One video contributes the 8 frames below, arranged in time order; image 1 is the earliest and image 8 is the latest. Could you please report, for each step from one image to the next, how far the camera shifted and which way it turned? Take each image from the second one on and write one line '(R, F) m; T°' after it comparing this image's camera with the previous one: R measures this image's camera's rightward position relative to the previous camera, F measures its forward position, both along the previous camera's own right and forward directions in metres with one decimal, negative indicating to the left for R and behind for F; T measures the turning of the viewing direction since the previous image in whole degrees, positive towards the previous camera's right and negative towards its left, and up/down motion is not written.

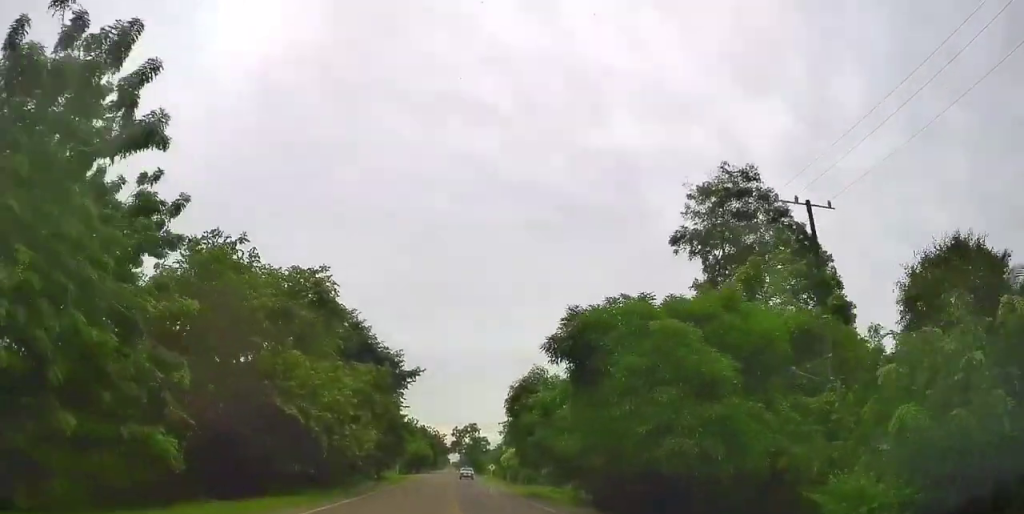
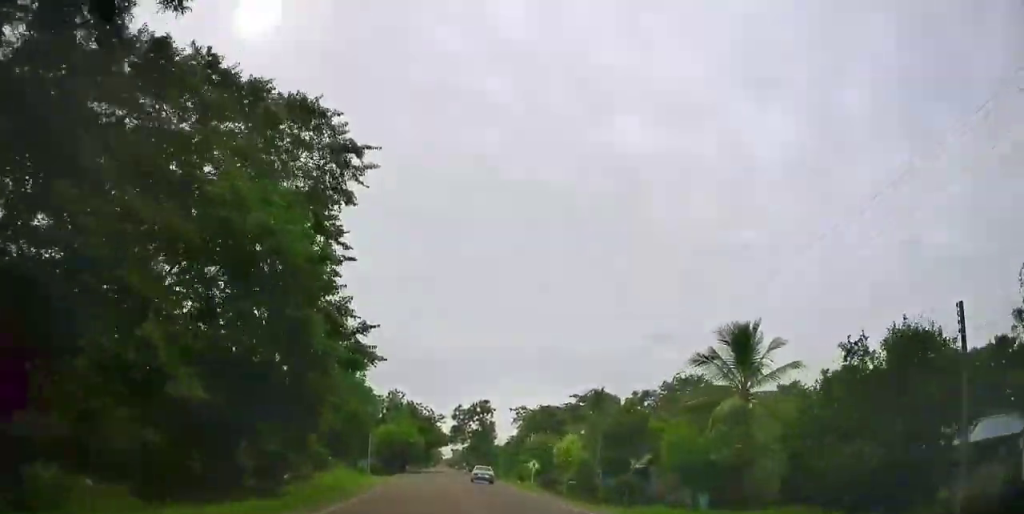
(+0.6, +41.8) m; +1°
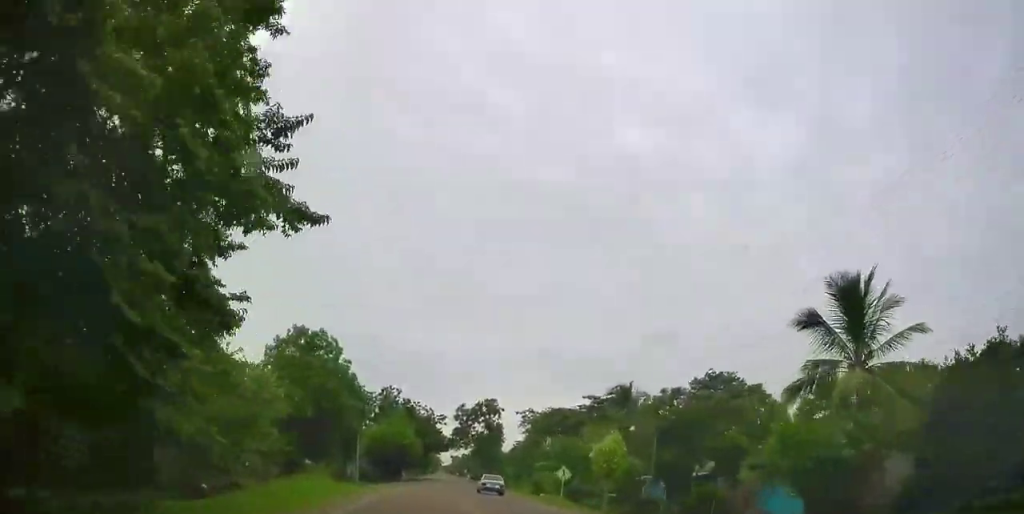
(-0.4, +11.4) m; 0°
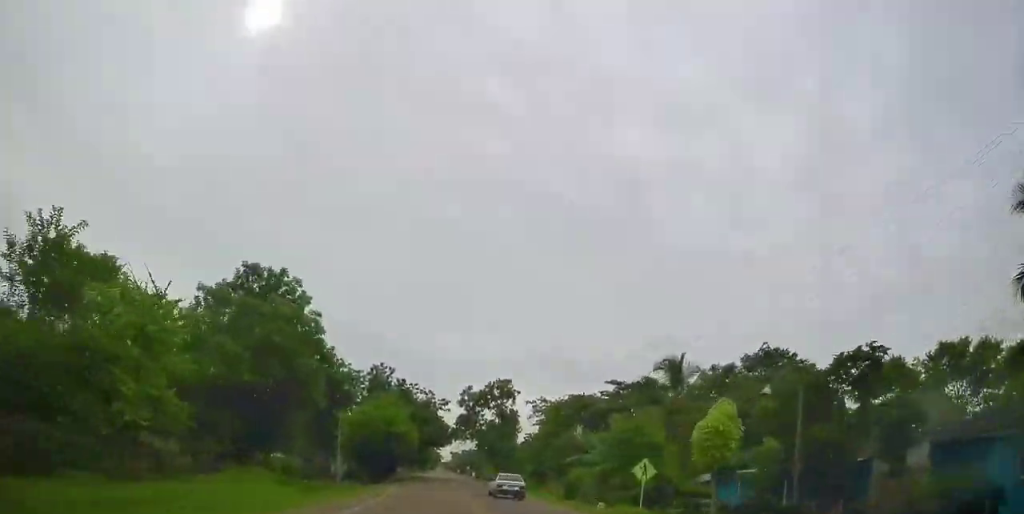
(+0.4, +14.0) m; 0°
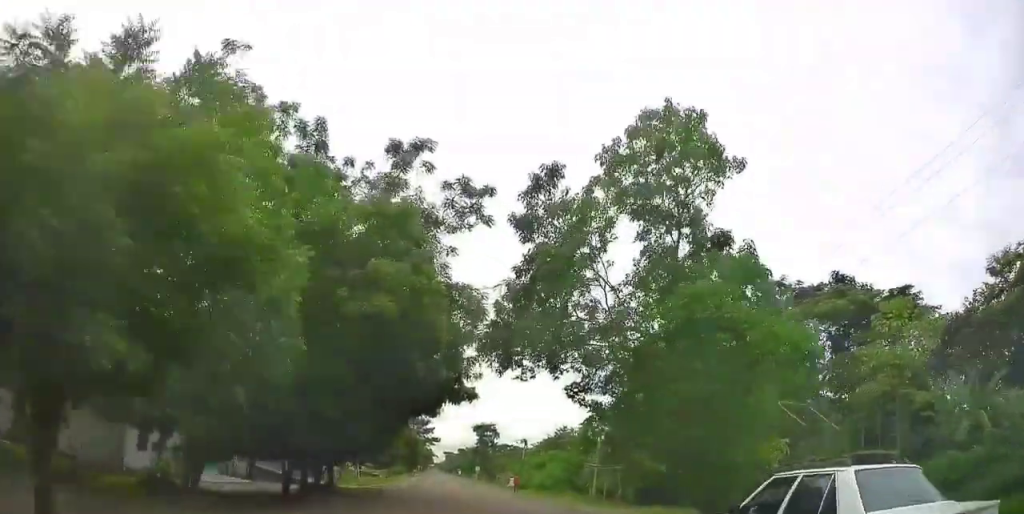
(+0.3, +48.8) m; +1°
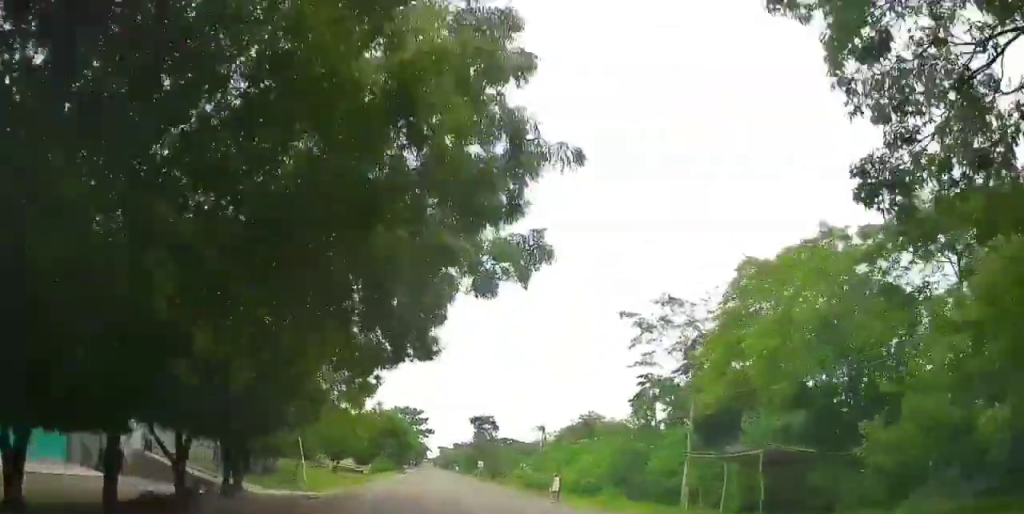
(0.0, +16.2) m; -1°
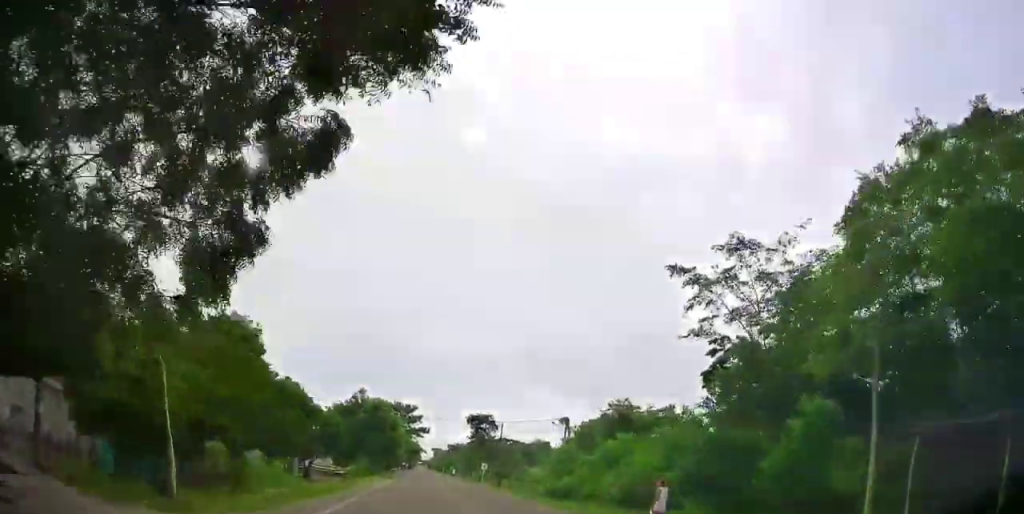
(0.0, +13.1) m; 0°
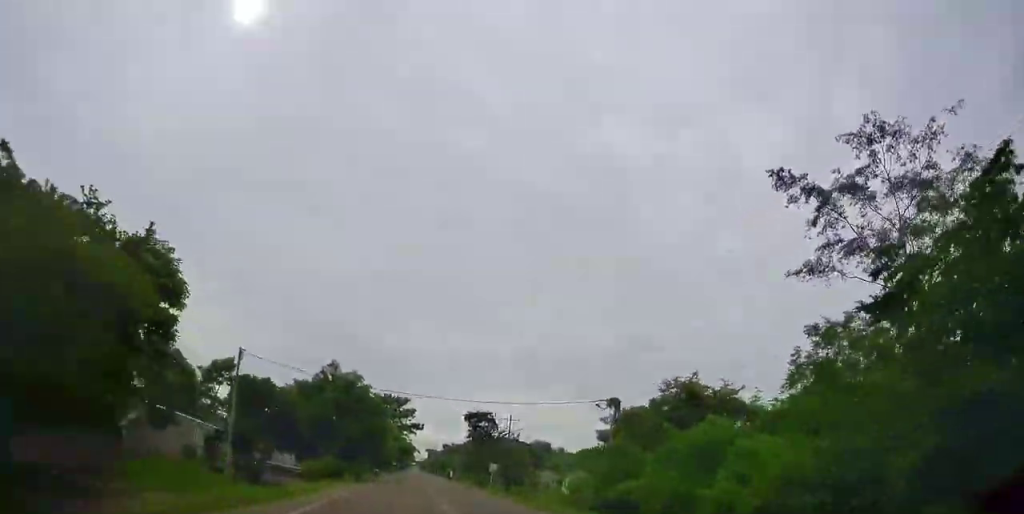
(-0.3, +15.1) m; +1°
